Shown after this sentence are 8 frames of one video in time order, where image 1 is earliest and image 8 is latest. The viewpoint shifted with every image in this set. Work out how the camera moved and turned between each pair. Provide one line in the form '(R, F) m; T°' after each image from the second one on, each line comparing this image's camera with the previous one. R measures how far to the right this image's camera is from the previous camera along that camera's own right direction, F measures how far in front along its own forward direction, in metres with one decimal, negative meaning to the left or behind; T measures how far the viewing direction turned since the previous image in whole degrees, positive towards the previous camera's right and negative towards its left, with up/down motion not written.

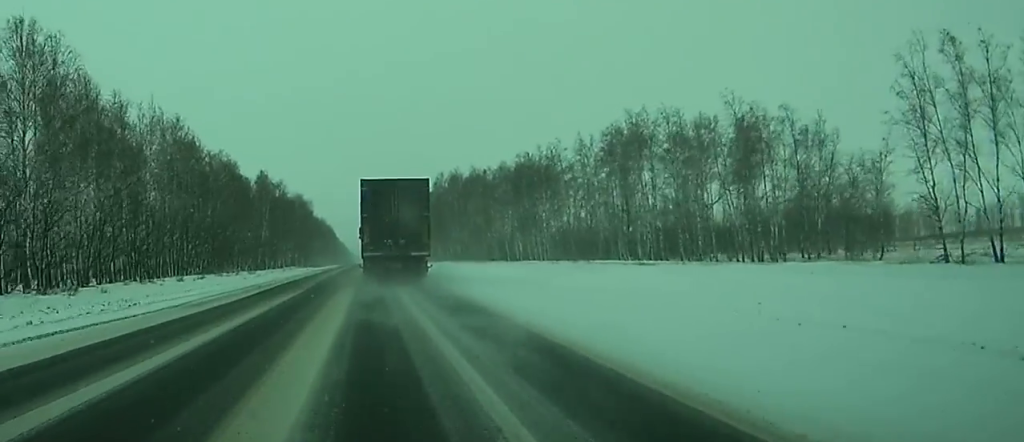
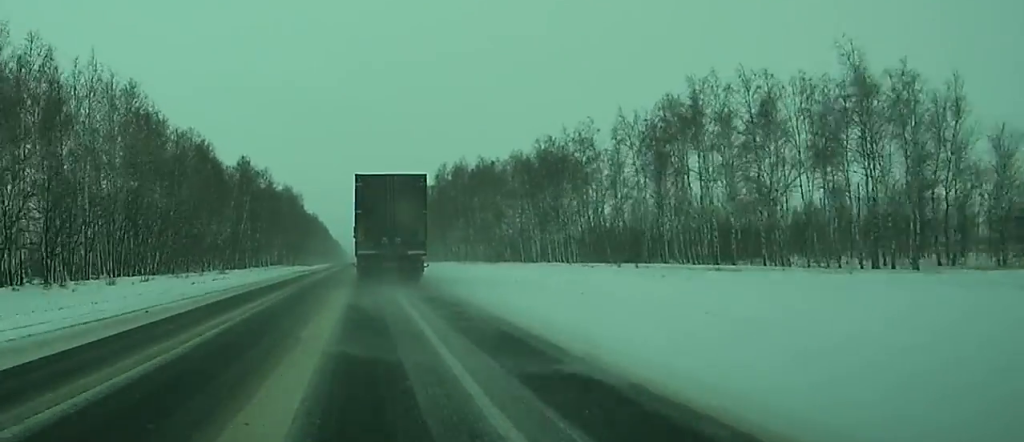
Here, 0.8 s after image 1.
(+0.1, +19.8) m; 0°
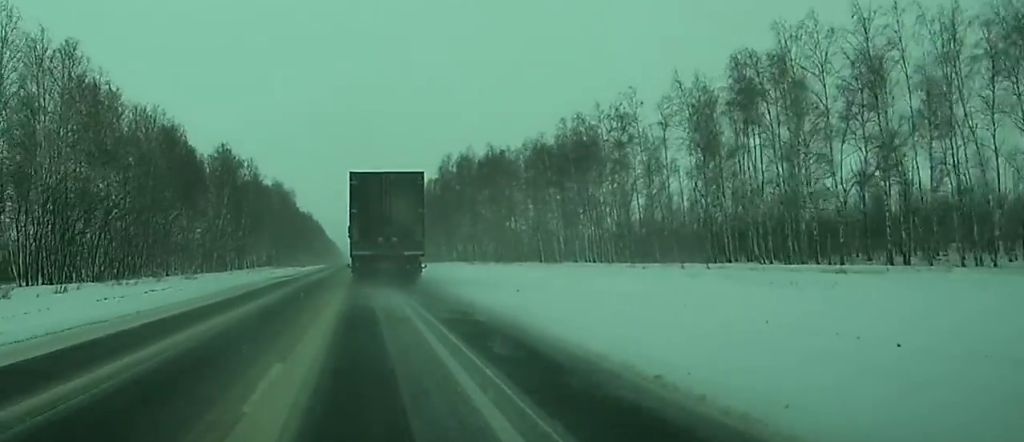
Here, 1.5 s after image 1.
(0.0, +18.2) m; 0°
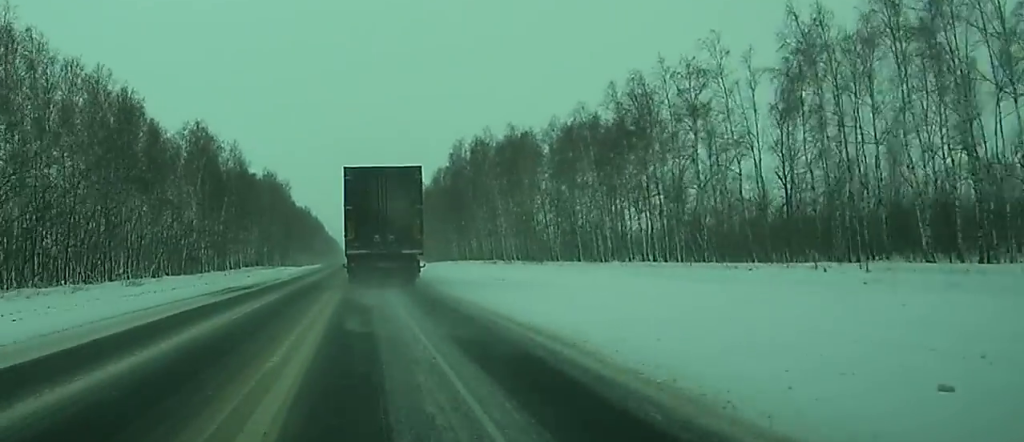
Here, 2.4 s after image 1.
(+0.1, +21.5) m; 0°
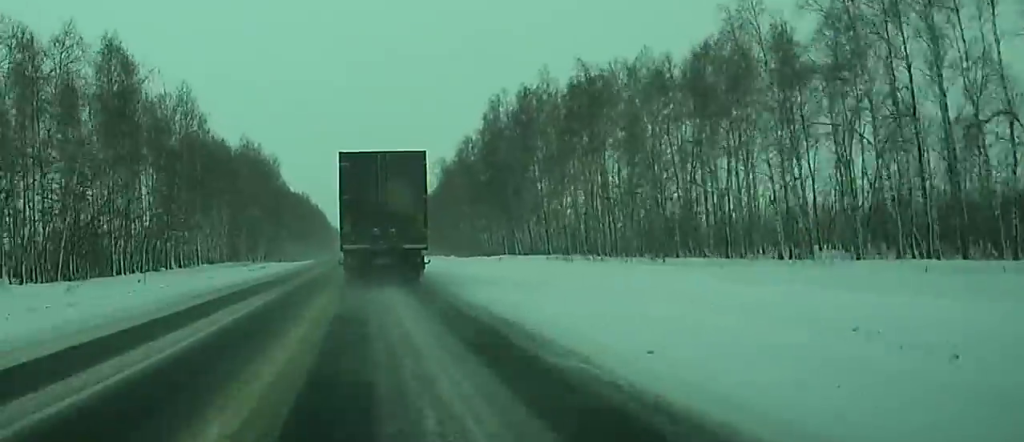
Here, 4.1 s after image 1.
(-0.1, +41.9) m; 0°
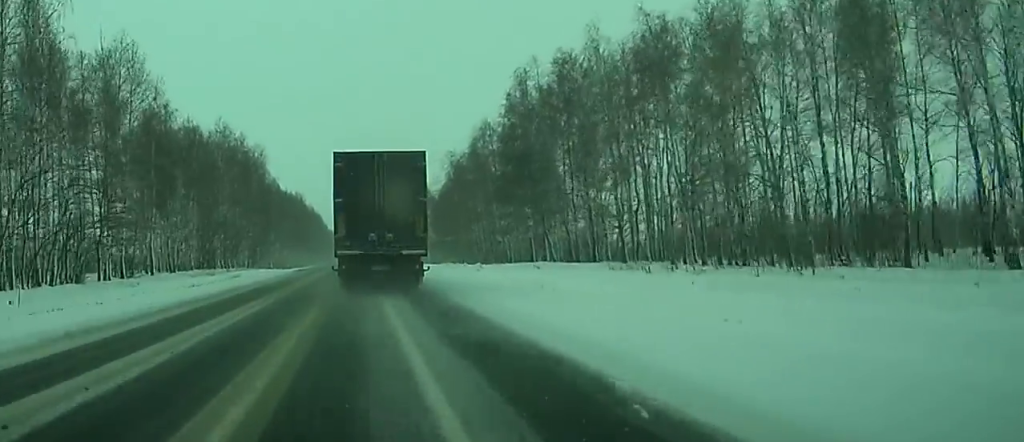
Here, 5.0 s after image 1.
(0.0, +22.7) m; 0°
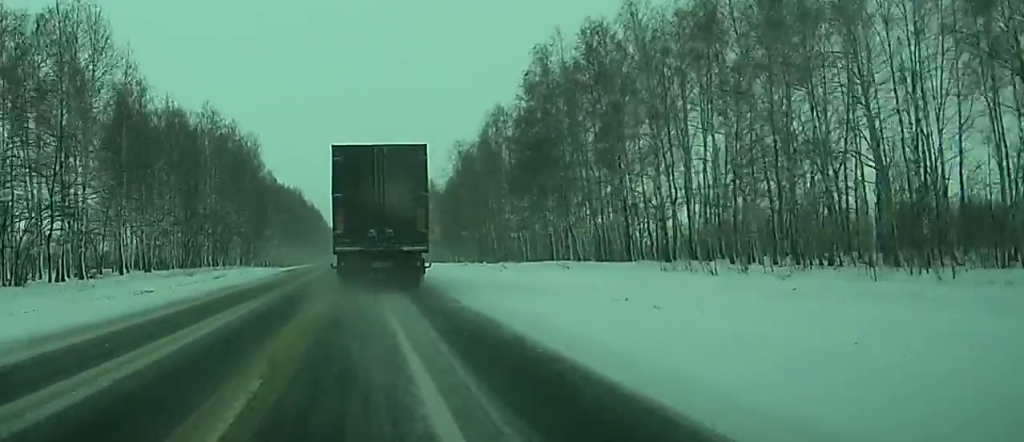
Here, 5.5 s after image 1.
(0.0, +11.3) m; 0°
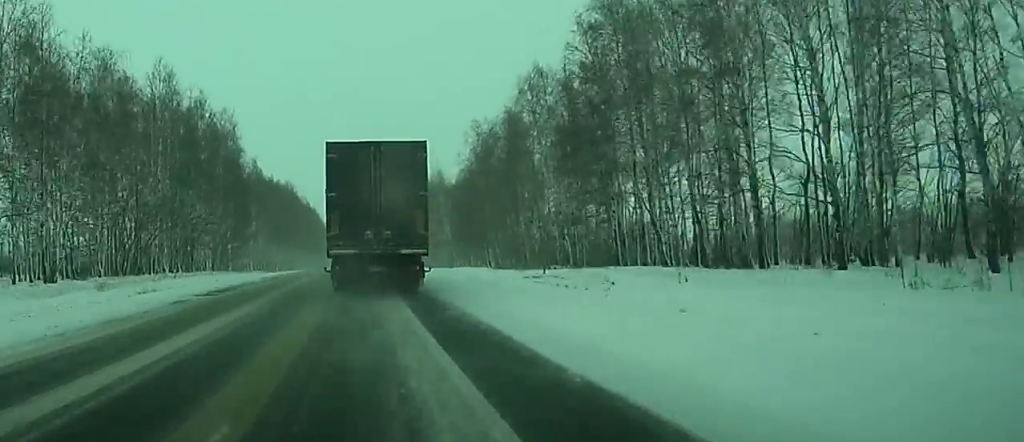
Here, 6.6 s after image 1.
(-0.1, +26.2) m; 0°
